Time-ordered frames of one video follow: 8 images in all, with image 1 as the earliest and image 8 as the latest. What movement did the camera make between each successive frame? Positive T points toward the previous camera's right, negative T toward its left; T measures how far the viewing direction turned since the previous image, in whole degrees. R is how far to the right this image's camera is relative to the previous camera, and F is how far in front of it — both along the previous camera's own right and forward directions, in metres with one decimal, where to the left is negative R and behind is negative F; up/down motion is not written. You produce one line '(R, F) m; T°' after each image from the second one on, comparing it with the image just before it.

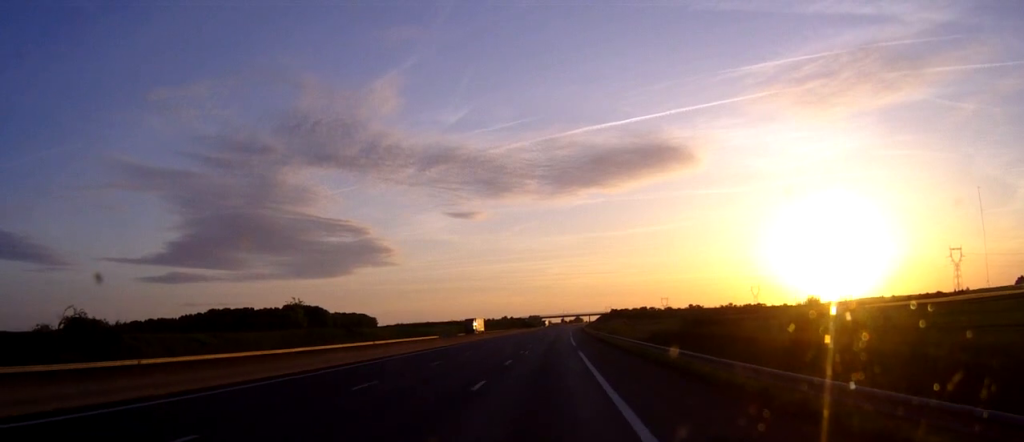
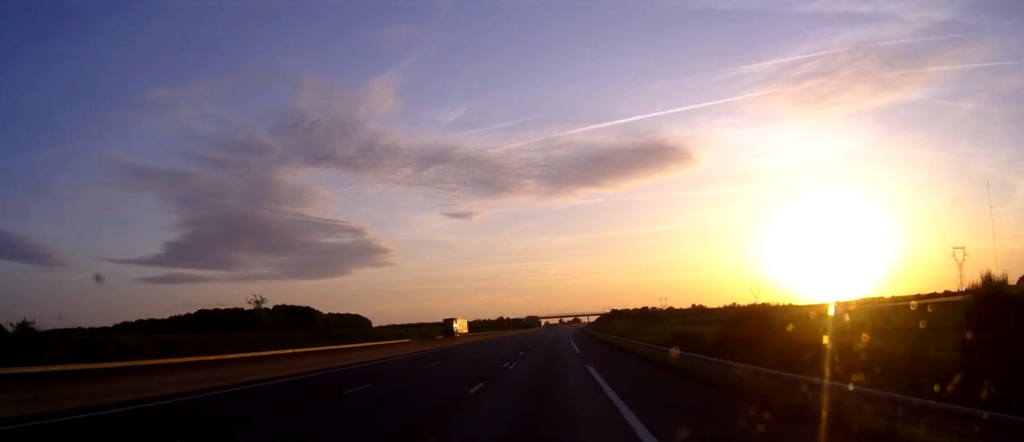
(-0.1, +13.8) m; 0°
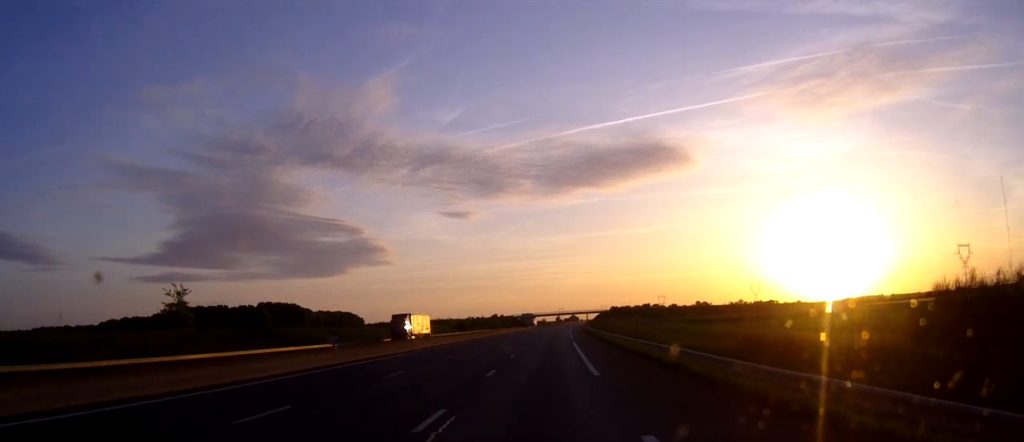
(+0.1, +20.7) m; 0°
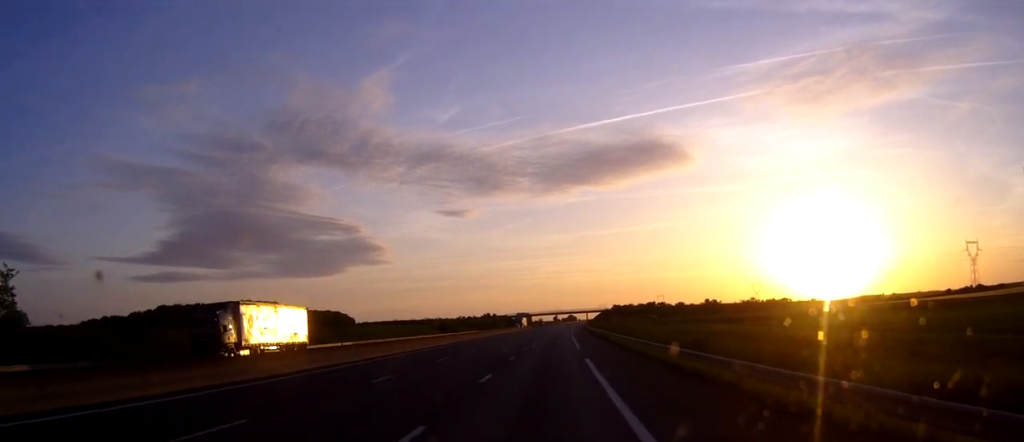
(+0.1, +28.4) m; 0°
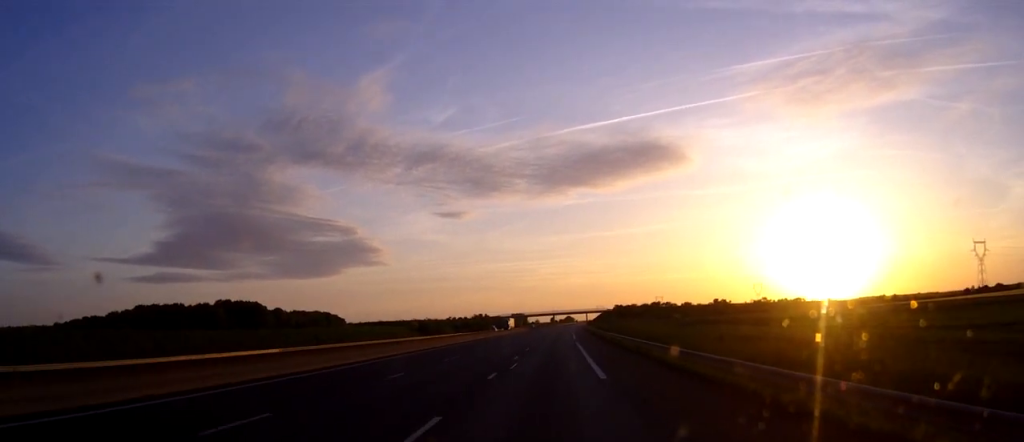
(0.0, +24.9) m; 0°
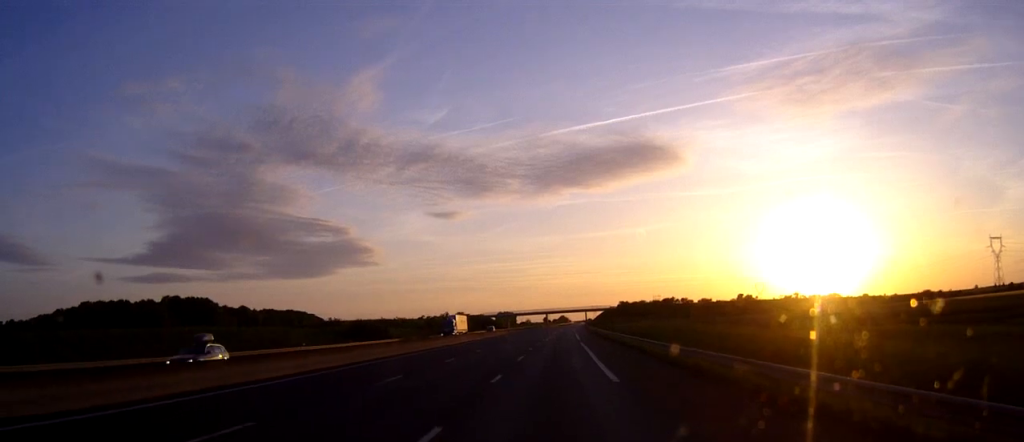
(+0.2, +53.4) m; +1°
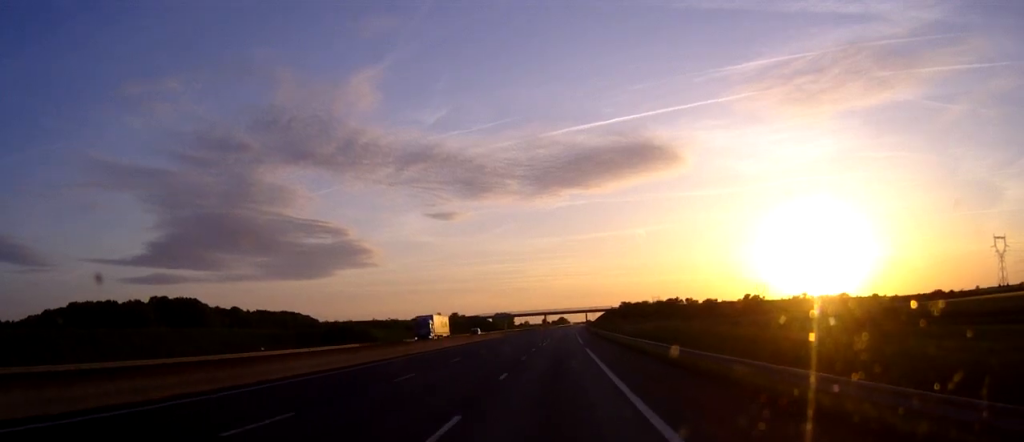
(0.0, +11.2) m; 0°
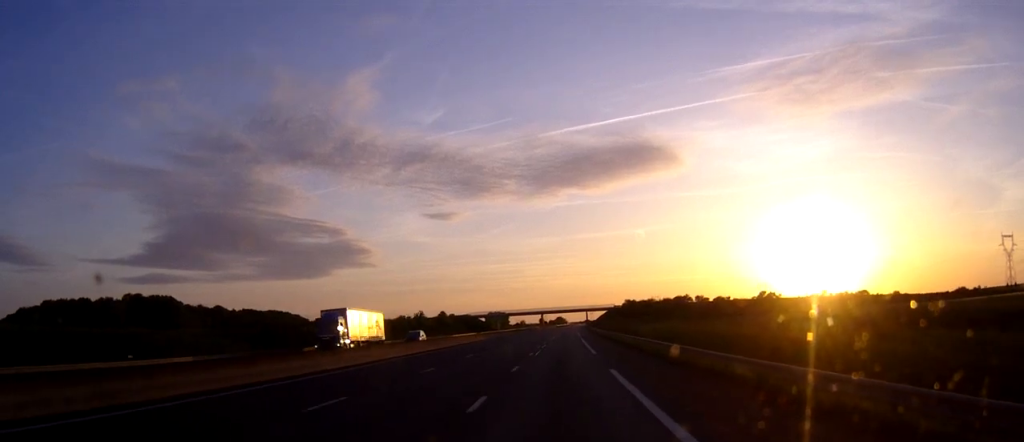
(0.0, +22.4) m; 0°
